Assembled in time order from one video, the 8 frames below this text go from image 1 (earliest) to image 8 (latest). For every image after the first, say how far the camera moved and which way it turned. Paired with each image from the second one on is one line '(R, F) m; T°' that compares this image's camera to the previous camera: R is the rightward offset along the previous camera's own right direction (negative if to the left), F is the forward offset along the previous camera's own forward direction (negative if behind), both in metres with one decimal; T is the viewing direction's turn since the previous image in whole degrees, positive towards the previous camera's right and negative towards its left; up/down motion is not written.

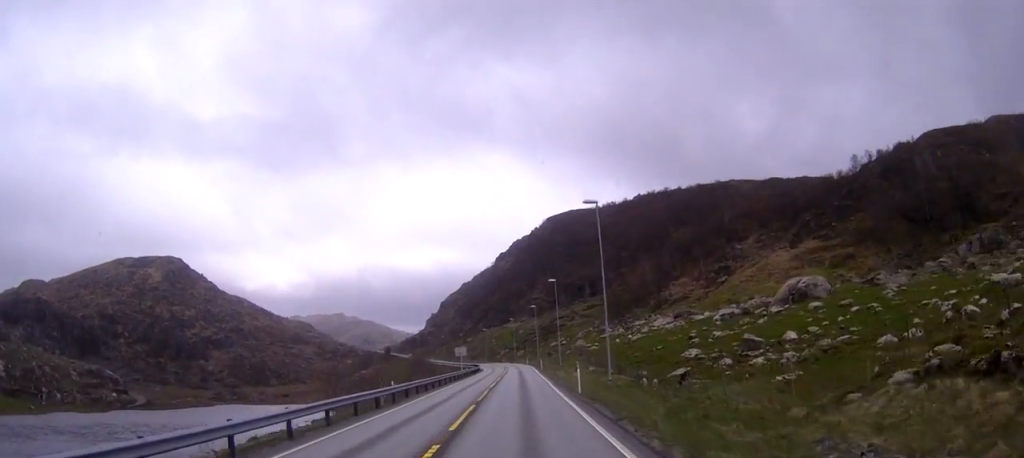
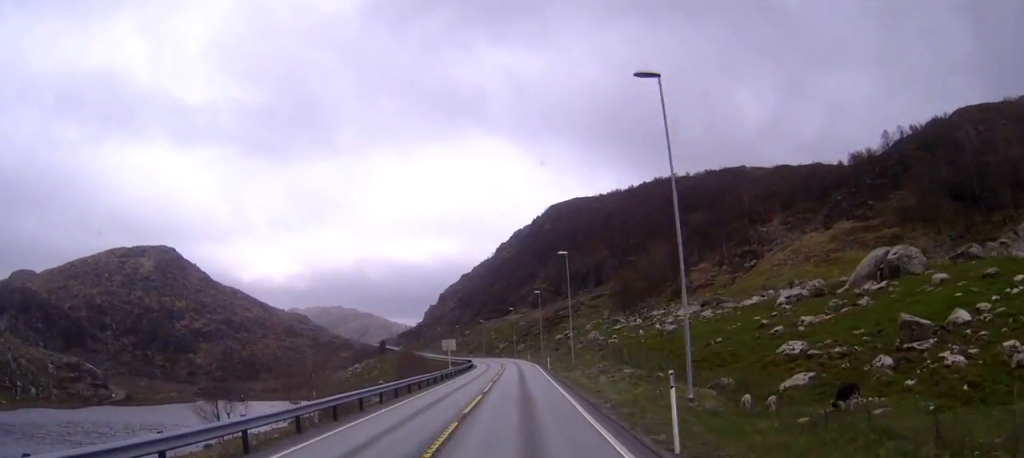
(0.0, +19.3) m; 0°
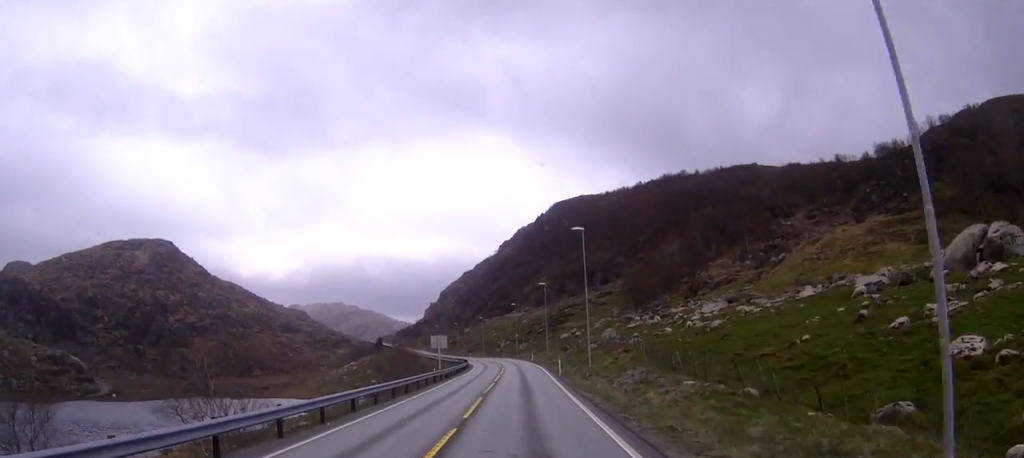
(-0.1, +13.8) m; 0°
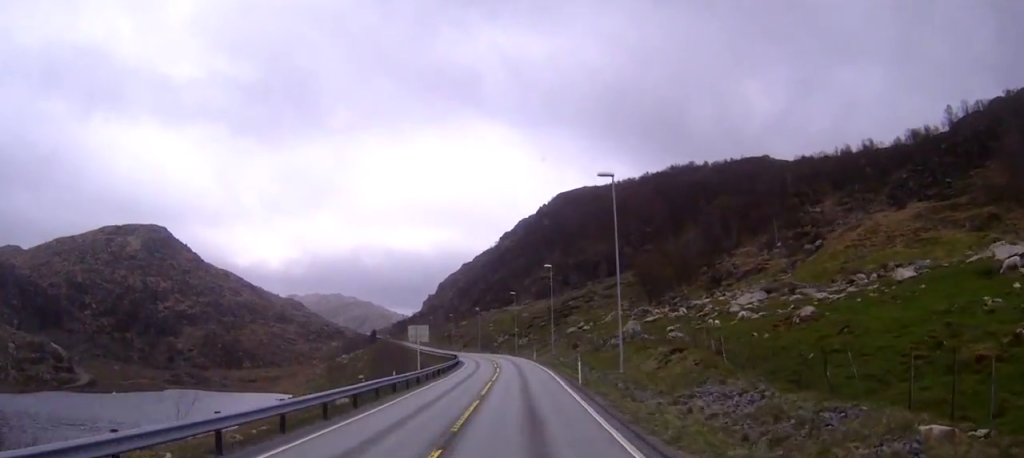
(0.0, +16.0) m; 0°
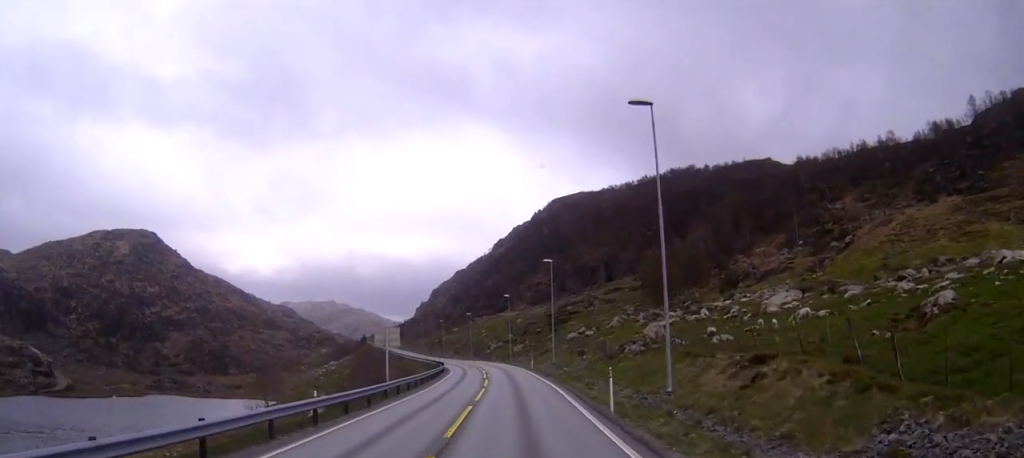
(0.0, +12.6) m; 0°
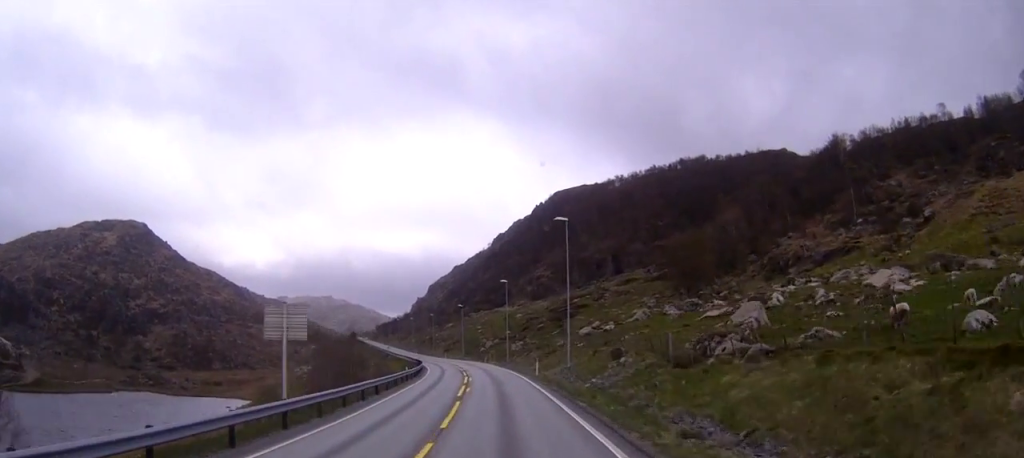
(0.0, +21.9) m; -1°
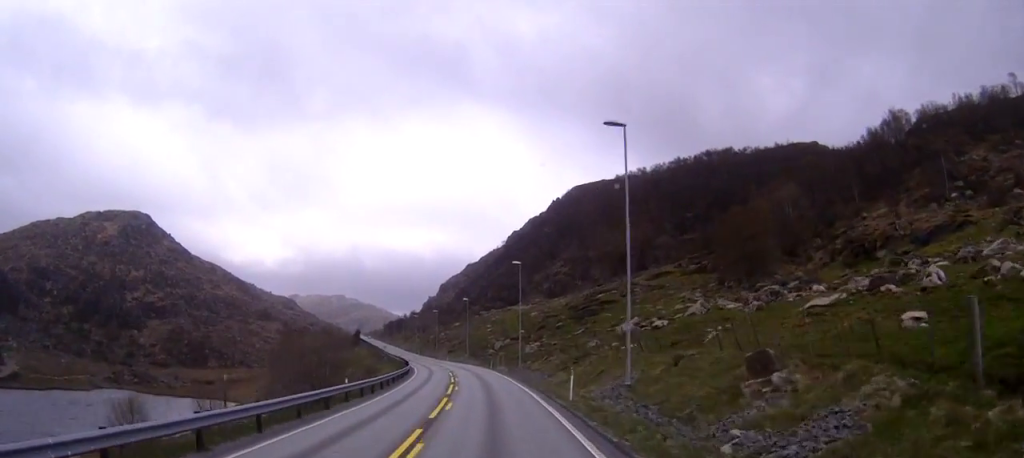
(-0.2, +21.3) m; -2°
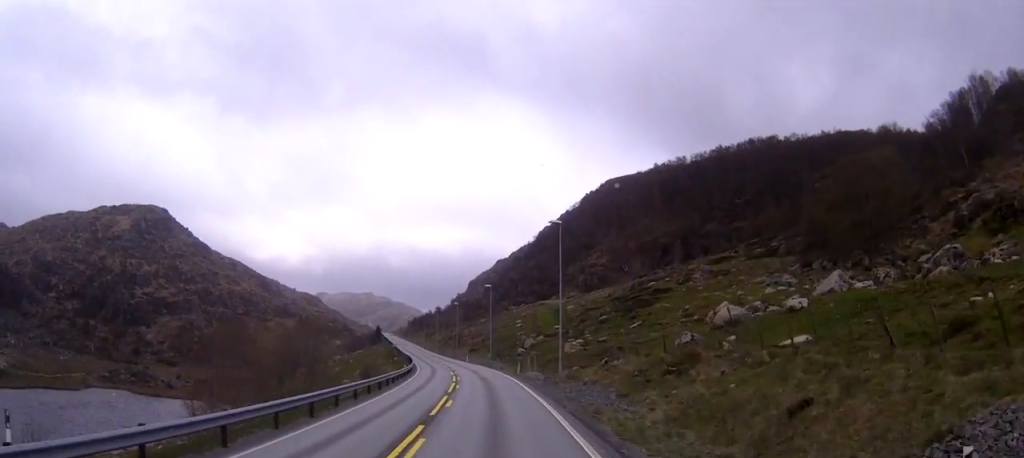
(-0.4, +22.8) m; -3°
